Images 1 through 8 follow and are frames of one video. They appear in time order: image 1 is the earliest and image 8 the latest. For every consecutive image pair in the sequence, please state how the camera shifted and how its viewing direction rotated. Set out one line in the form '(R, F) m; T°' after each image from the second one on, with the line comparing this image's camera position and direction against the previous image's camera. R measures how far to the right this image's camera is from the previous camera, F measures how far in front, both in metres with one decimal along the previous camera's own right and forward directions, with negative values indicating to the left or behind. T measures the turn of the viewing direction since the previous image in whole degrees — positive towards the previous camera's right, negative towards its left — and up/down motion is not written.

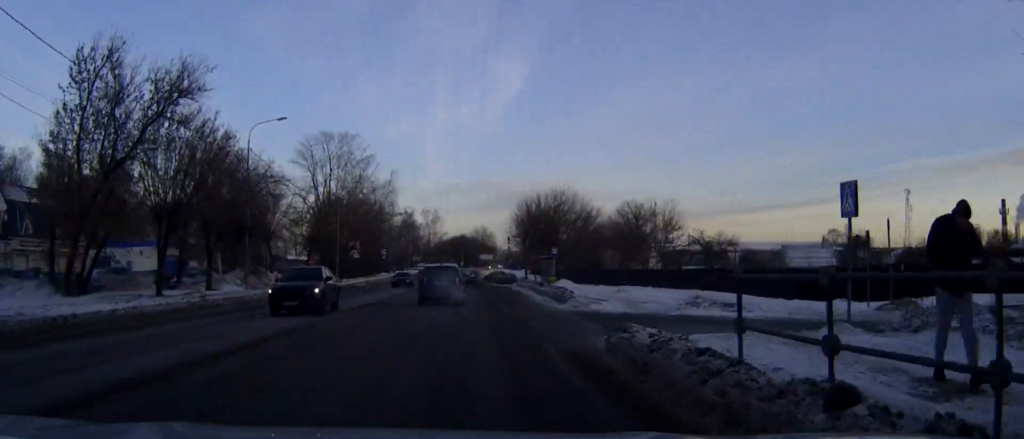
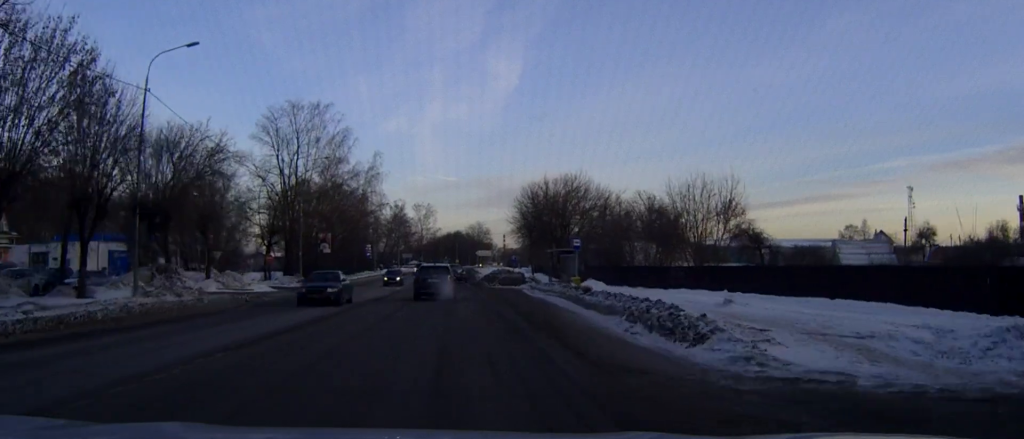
(-0.2, +16.1) m; 0°
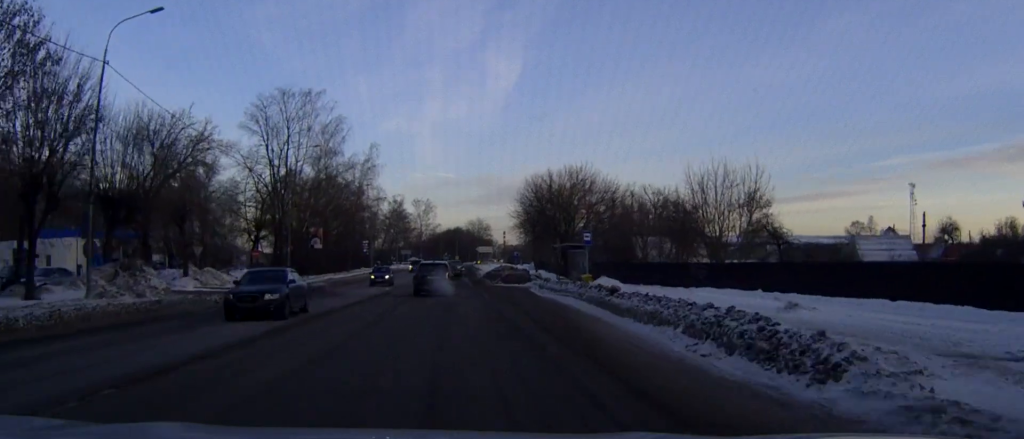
(+0.1, +4.4) m; 0°
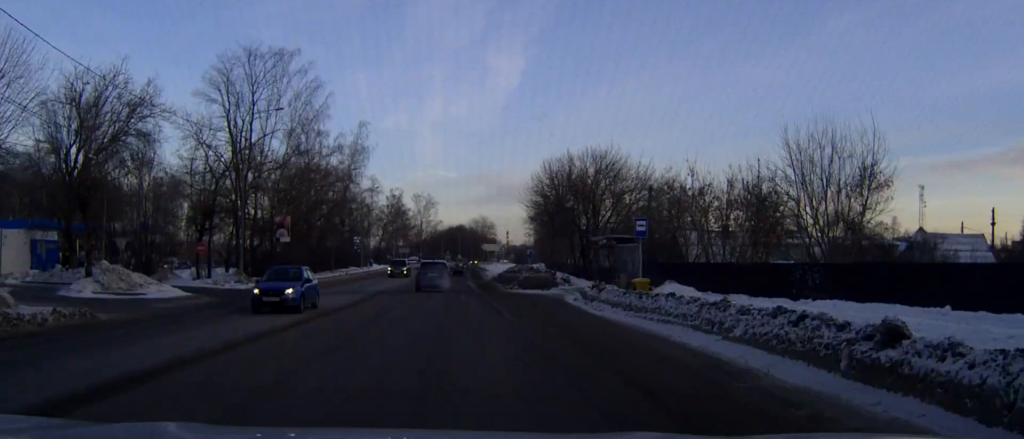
(0.0, +14.0) m; 0°
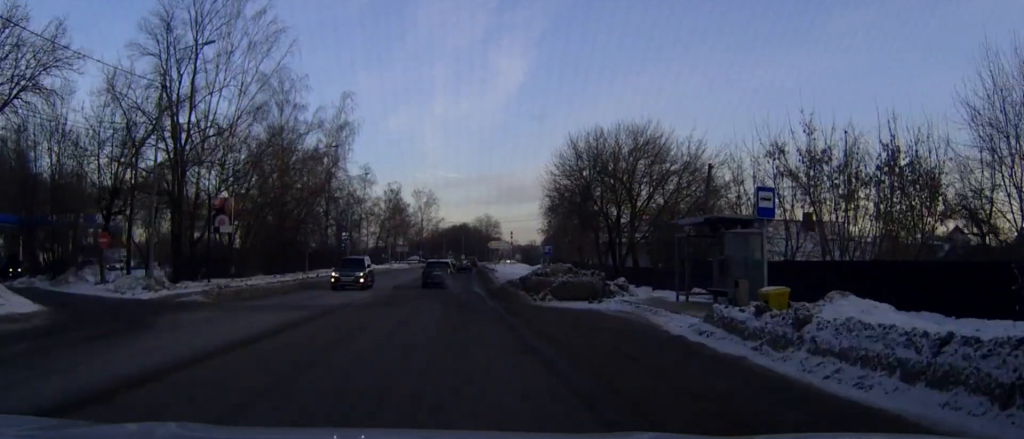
(0.0, +14.3) m; 0°
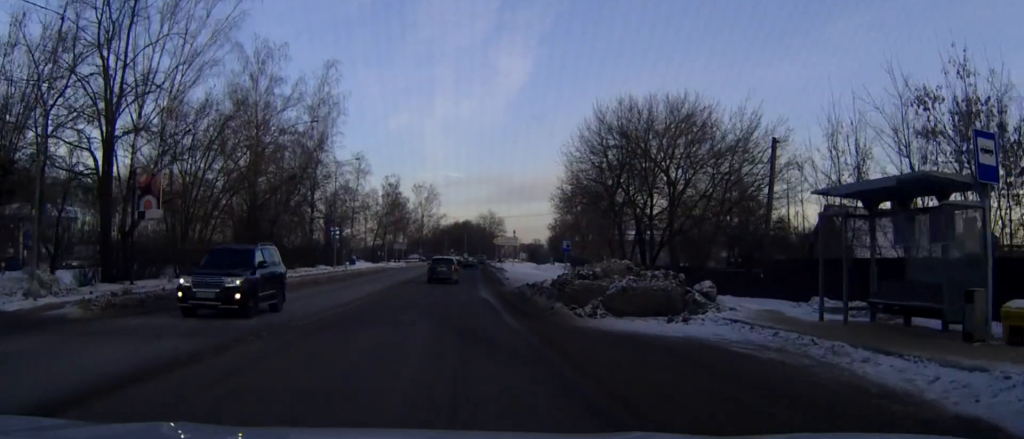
(-0.1, +10.0) m; 0°
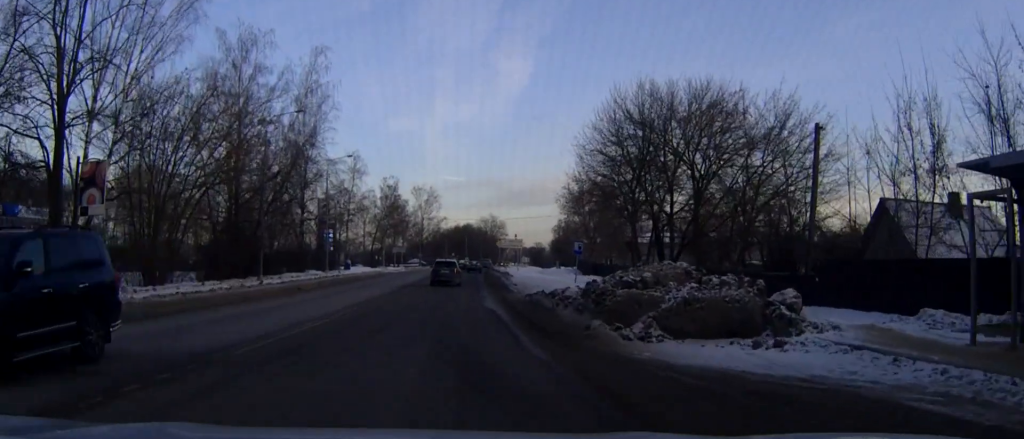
(0.0, +5.1) m; 0°
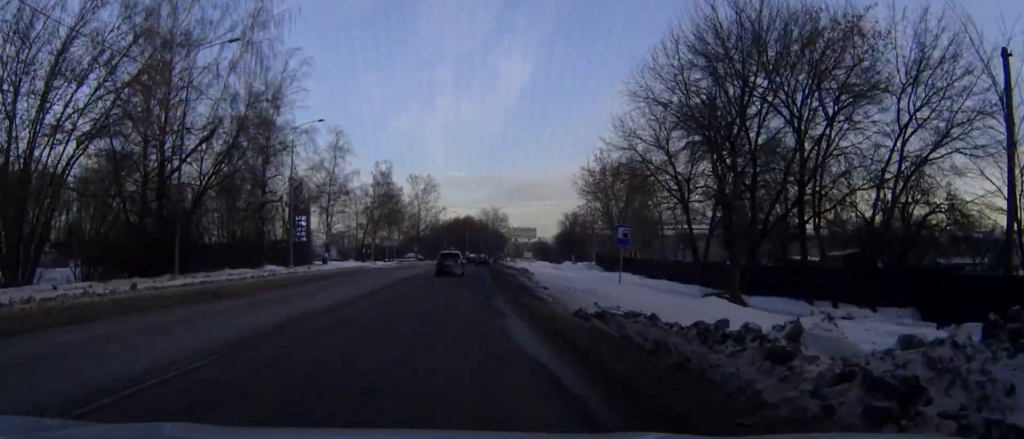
(0.0, +14.3) m; 0°
